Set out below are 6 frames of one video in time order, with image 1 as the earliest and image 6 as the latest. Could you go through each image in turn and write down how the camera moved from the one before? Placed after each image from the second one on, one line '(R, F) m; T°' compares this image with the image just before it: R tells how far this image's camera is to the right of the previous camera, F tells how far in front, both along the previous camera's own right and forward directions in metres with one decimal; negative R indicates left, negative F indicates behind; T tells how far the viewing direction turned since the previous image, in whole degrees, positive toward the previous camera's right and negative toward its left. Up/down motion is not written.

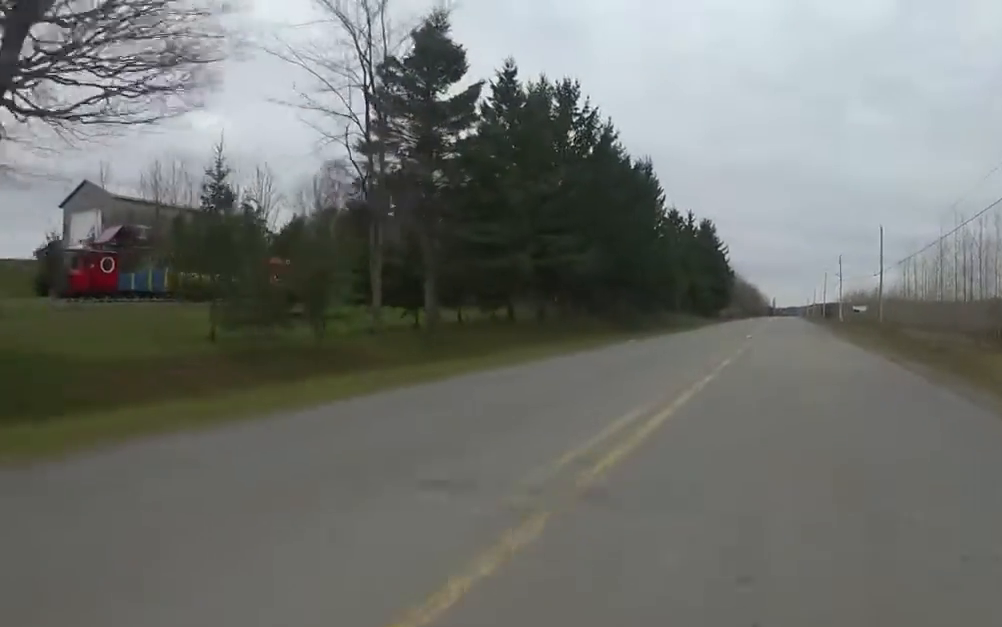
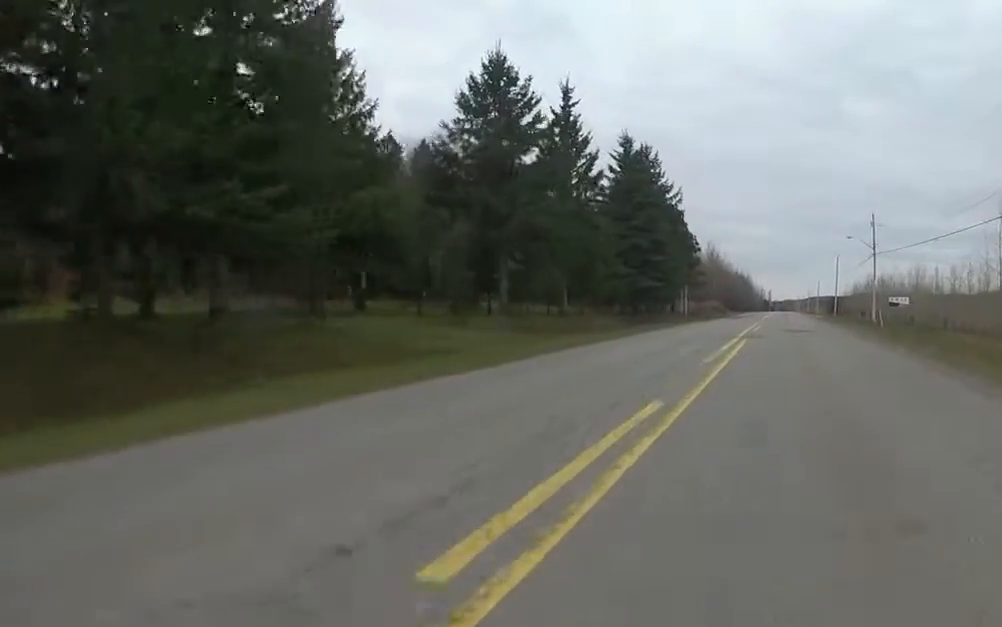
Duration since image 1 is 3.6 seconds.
(-0.9, +38.1) m; 0°
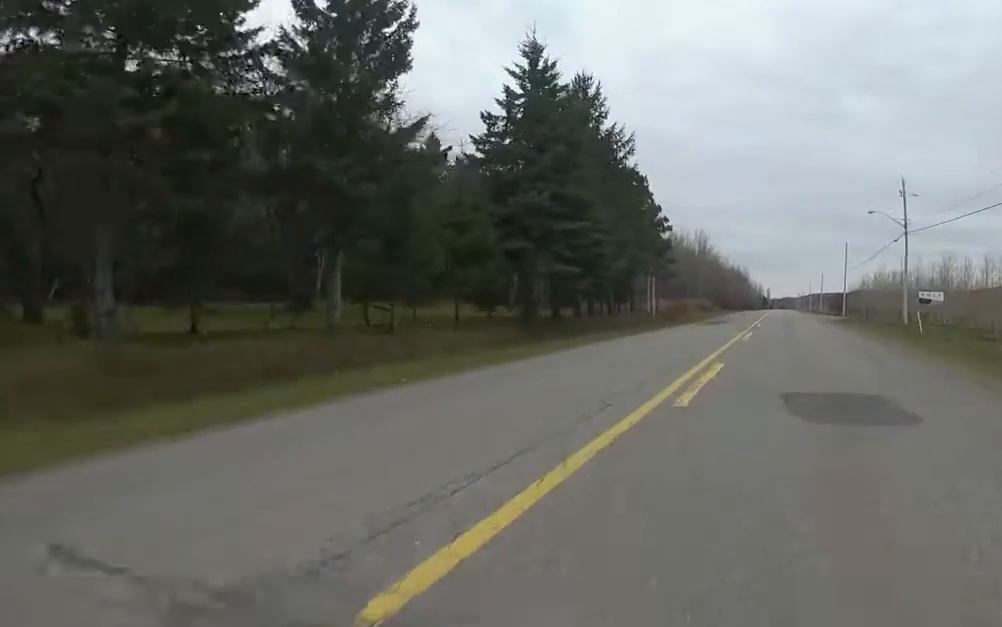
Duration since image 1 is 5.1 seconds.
(-1.1, +15.5) m; -2°
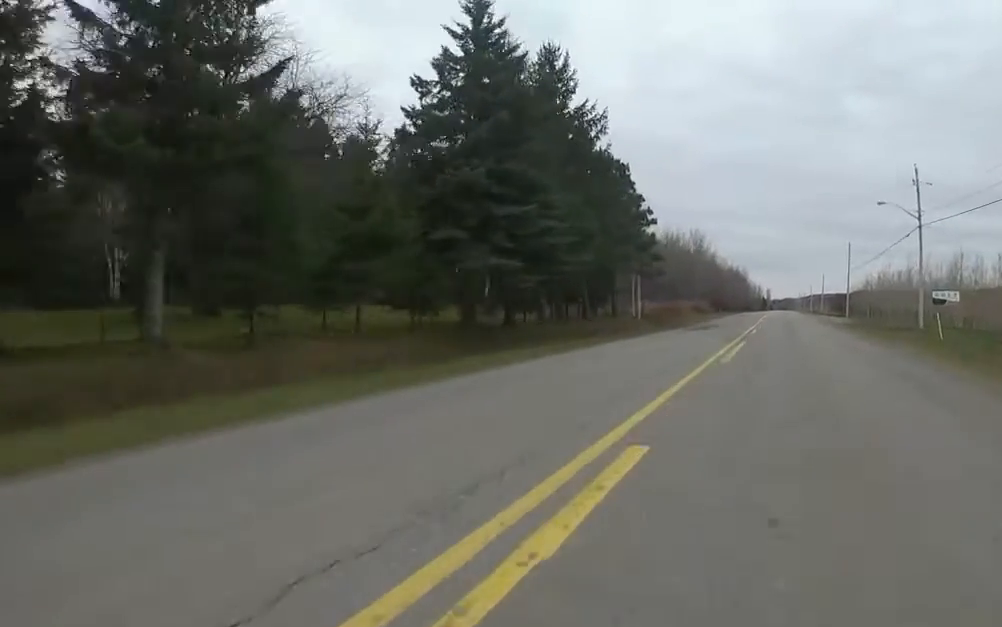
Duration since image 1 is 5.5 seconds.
(+0.6, +4.7) m; 0°
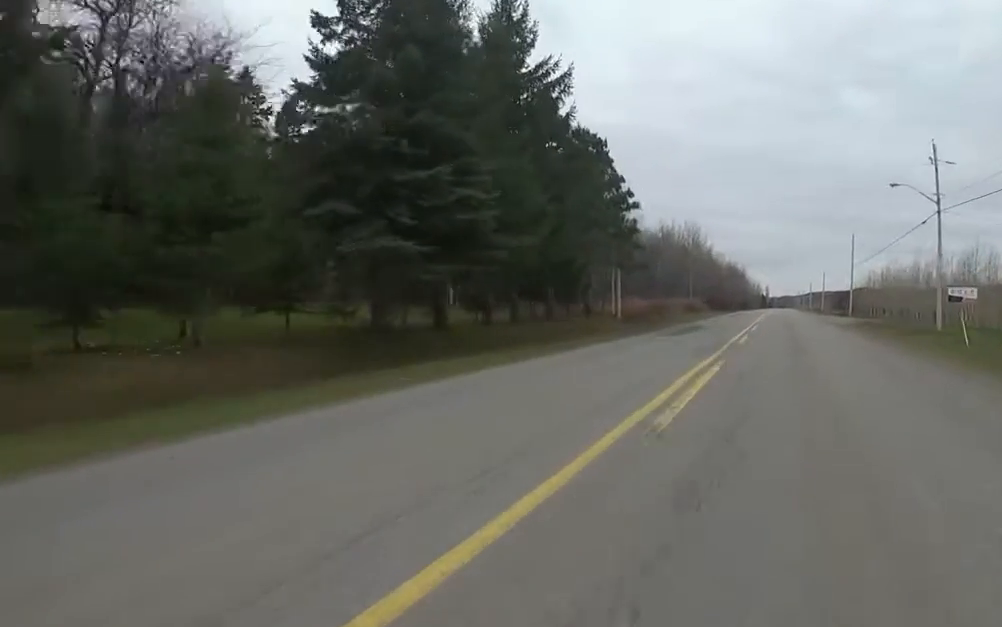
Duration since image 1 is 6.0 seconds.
(-0.5, +4.8) m; -1°
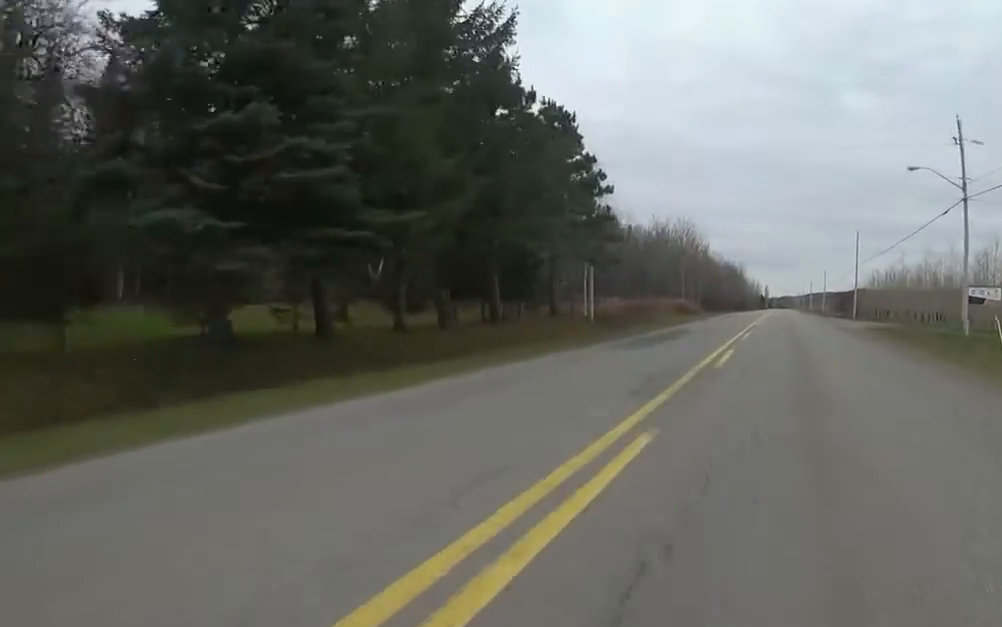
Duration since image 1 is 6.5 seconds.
(-0.6, +5.2) m; -1°
